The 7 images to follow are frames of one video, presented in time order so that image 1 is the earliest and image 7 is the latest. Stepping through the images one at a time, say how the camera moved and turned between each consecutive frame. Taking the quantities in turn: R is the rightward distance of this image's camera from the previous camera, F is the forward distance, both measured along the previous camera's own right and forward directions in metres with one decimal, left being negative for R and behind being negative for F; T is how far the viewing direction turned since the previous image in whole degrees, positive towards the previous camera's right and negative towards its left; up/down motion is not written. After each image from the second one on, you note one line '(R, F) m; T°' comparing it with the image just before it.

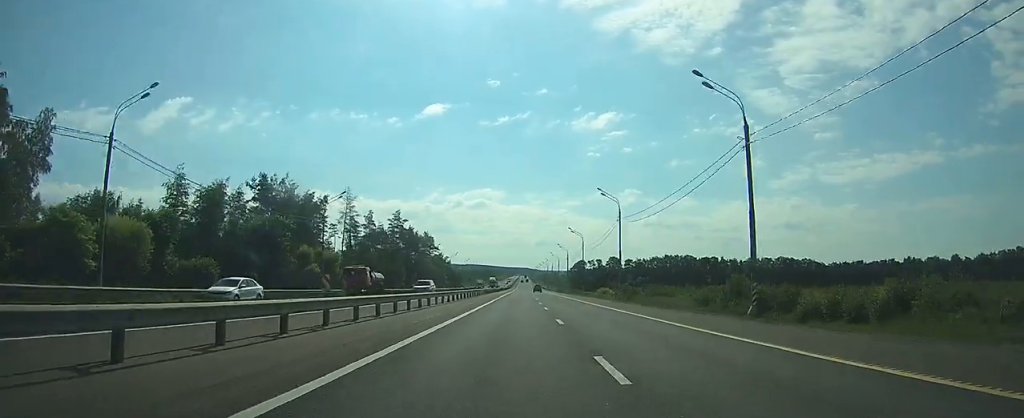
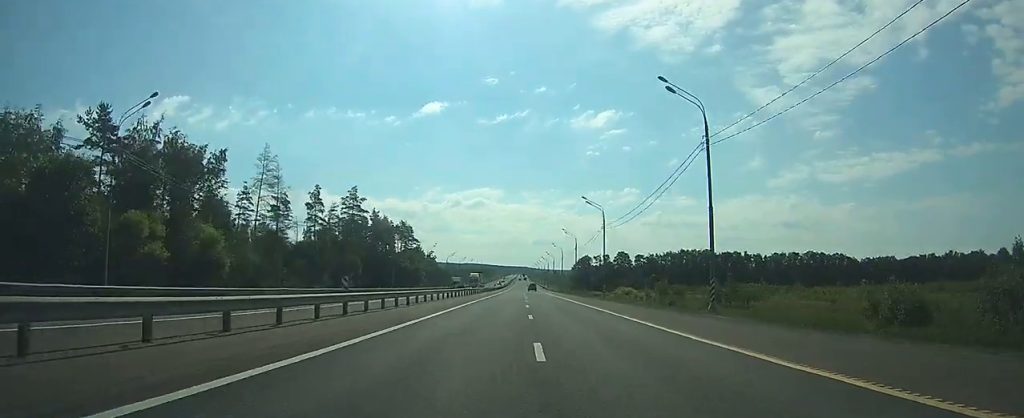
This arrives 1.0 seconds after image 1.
(+0.3, +33.6) m; 0°
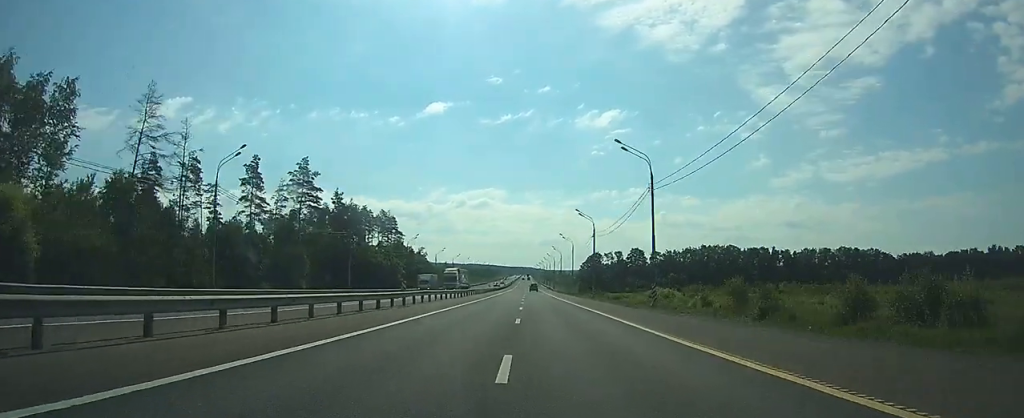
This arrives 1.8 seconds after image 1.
(0.0, +26.0) m; 0°
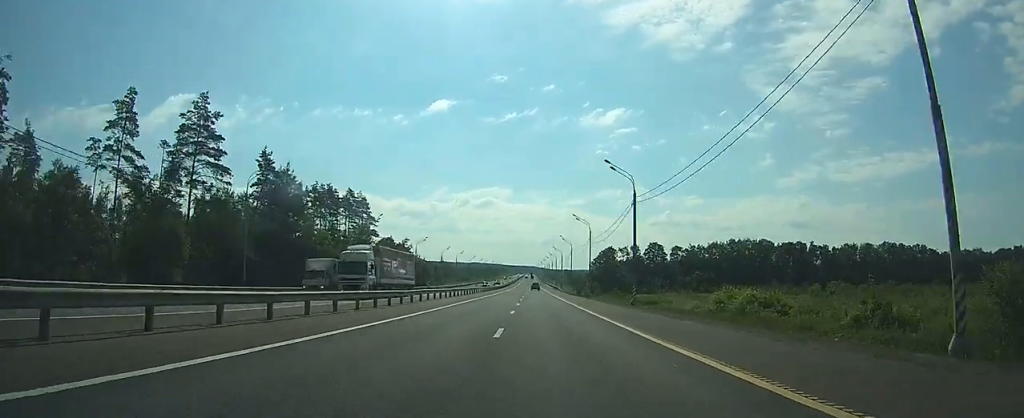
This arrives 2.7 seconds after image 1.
(0.0, +29.2) m; 0°
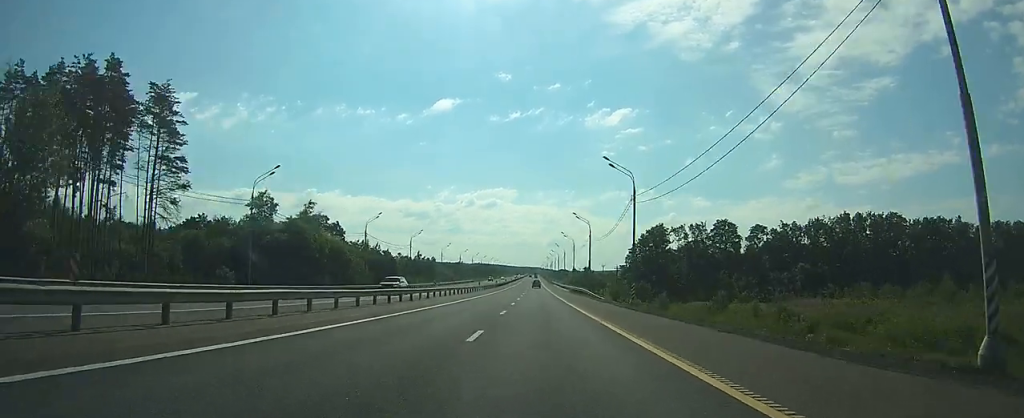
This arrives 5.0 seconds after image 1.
(-0.5, +73.1) m; -1°
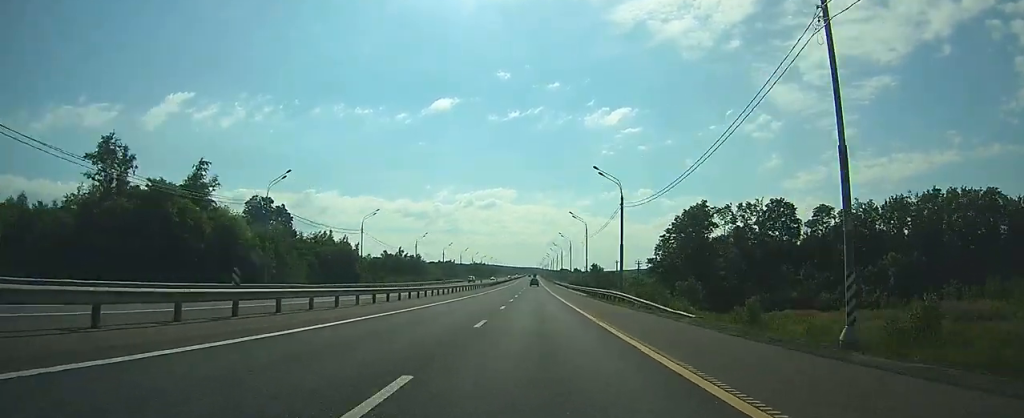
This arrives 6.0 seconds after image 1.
(-0.1, +32.0) m; 0°
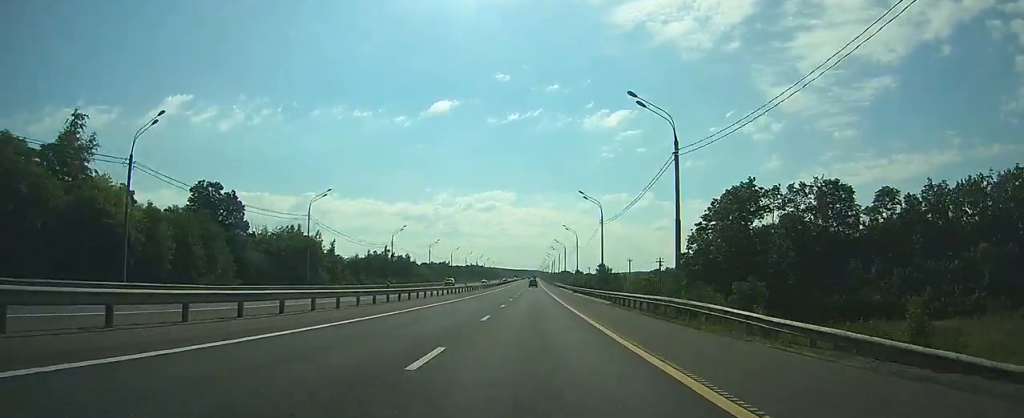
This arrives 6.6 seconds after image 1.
(0.0, +20.2) m; 0°
